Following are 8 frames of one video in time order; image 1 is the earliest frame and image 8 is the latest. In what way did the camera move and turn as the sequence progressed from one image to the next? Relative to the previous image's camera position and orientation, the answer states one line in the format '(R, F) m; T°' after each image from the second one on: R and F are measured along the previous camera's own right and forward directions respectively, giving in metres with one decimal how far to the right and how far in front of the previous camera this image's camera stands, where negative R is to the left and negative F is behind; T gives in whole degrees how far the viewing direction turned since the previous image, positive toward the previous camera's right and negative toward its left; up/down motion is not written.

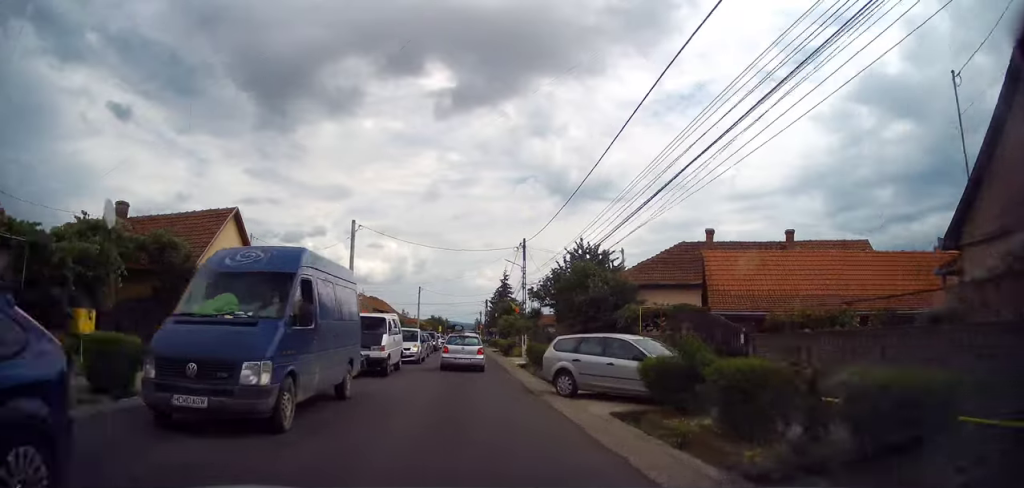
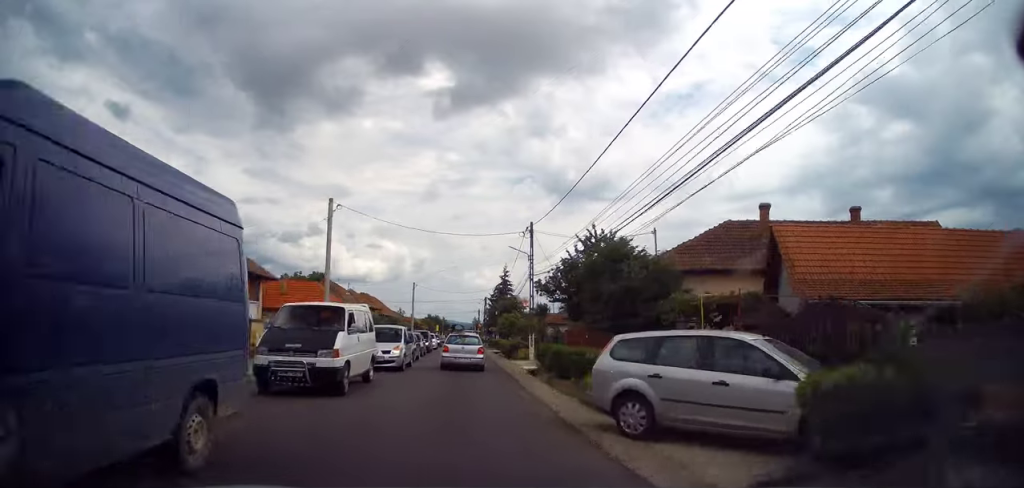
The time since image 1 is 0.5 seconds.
(0.0, +5.4) m; 0°
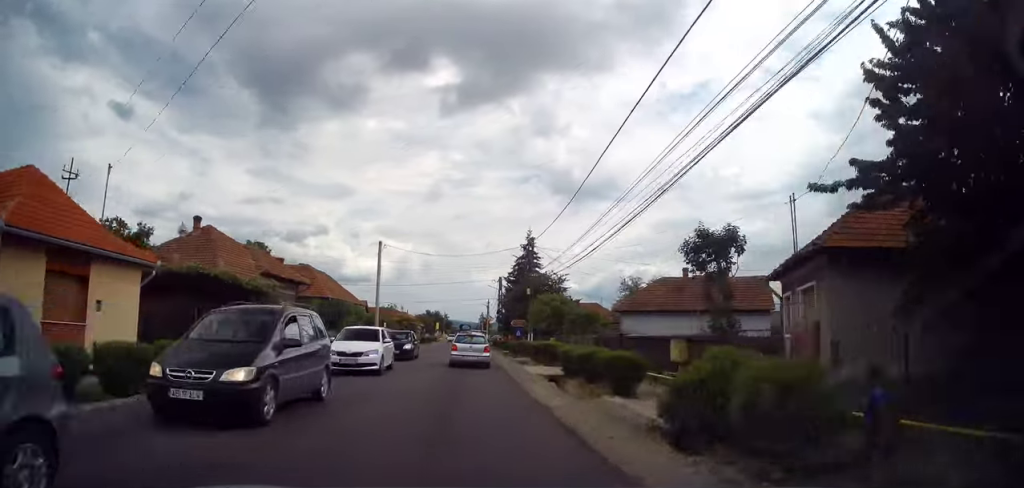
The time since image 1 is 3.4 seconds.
(+0.1, +31.7) m; 0°
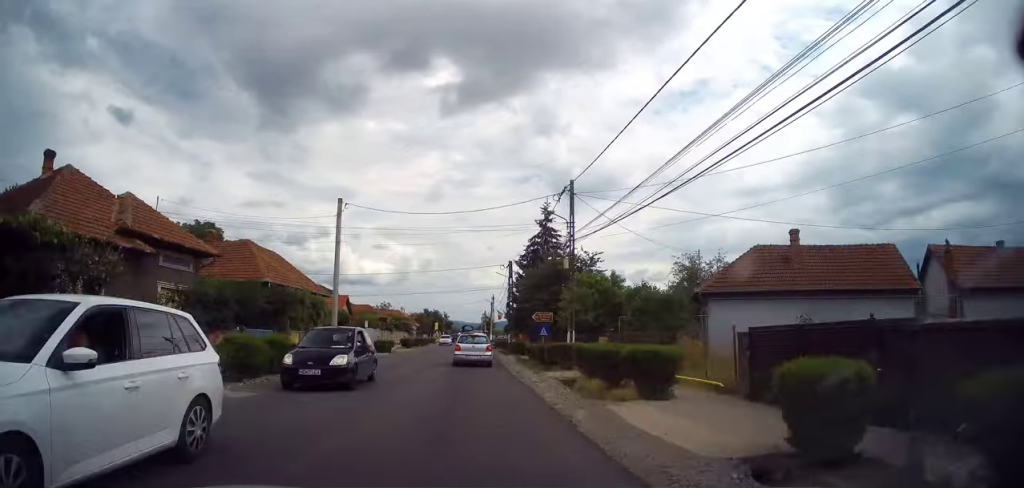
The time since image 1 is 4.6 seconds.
(+0.1, +13.7) m; 0°
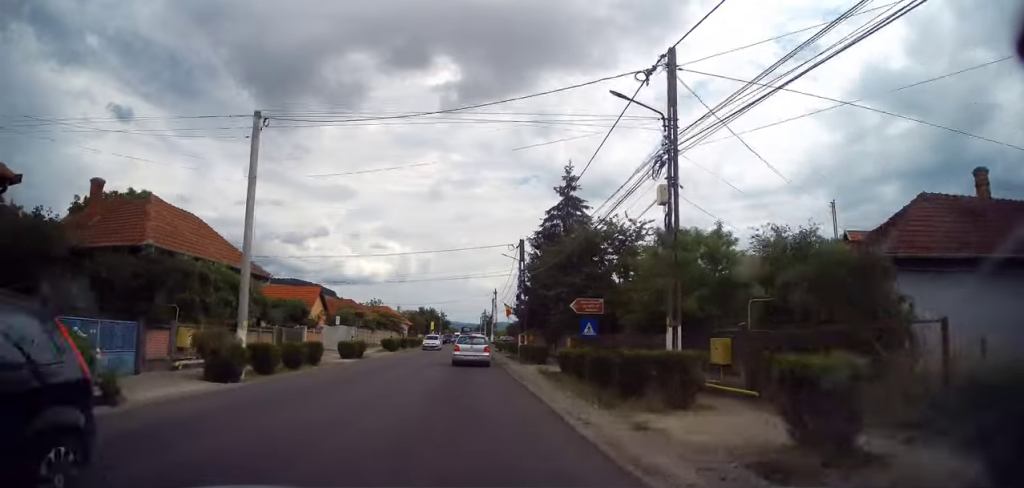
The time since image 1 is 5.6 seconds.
(0.0, +11.7) m; 0°
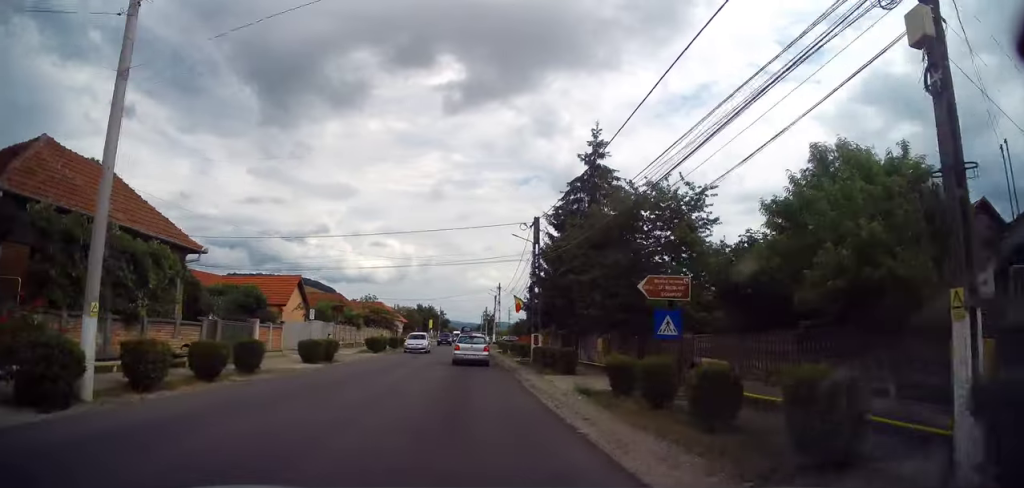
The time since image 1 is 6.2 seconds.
(0.0, +7.5) m; 0°
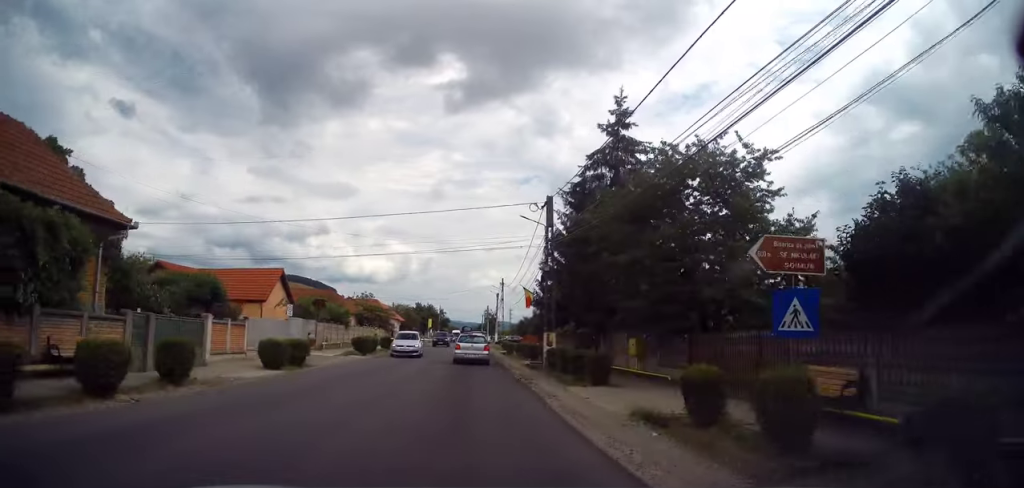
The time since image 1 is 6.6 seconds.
(0.0, +4.8) m; 0°
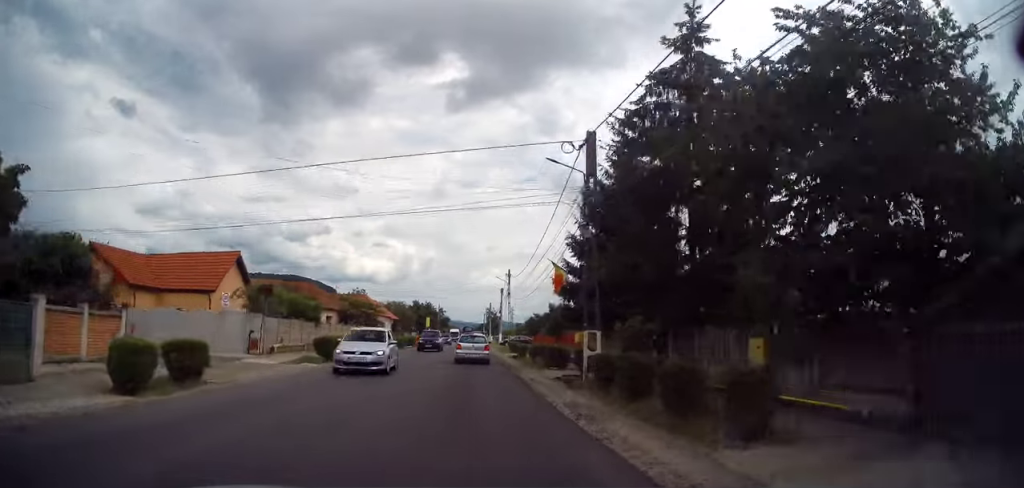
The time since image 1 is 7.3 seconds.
(0.0, +9.0) m; 0°
